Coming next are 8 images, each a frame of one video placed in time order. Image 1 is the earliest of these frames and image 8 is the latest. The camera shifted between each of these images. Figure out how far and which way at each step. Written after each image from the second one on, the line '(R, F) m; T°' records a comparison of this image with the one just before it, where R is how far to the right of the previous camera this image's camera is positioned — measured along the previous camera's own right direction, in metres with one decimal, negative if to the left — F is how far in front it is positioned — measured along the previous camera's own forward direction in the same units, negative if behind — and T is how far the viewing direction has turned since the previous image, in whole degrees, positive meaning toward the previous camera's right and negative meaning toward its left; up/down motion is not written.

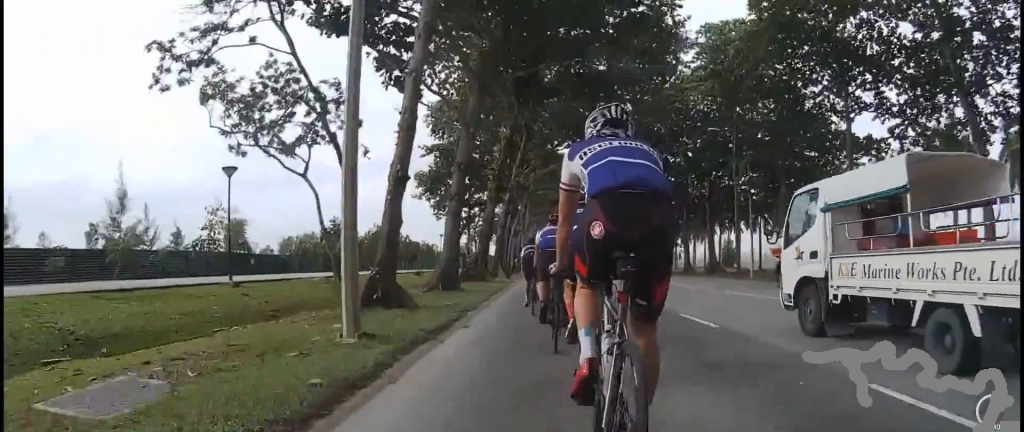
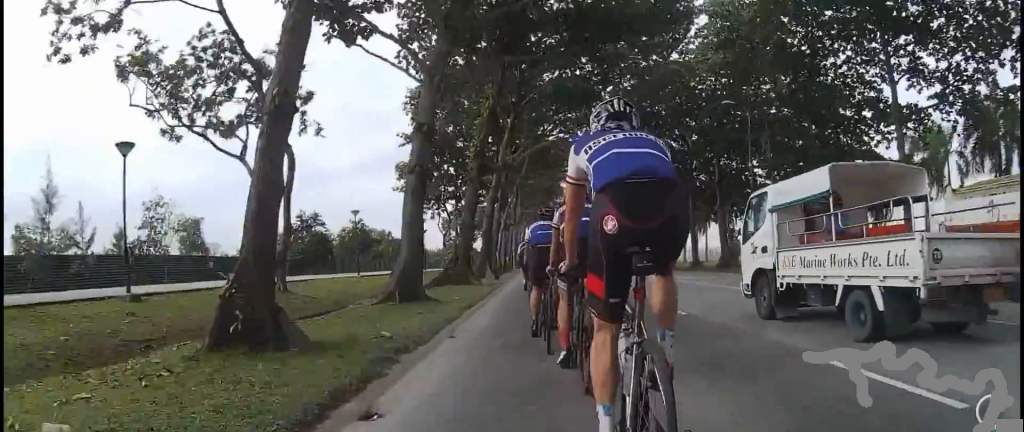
(-0.4, +4.9) m; +1°
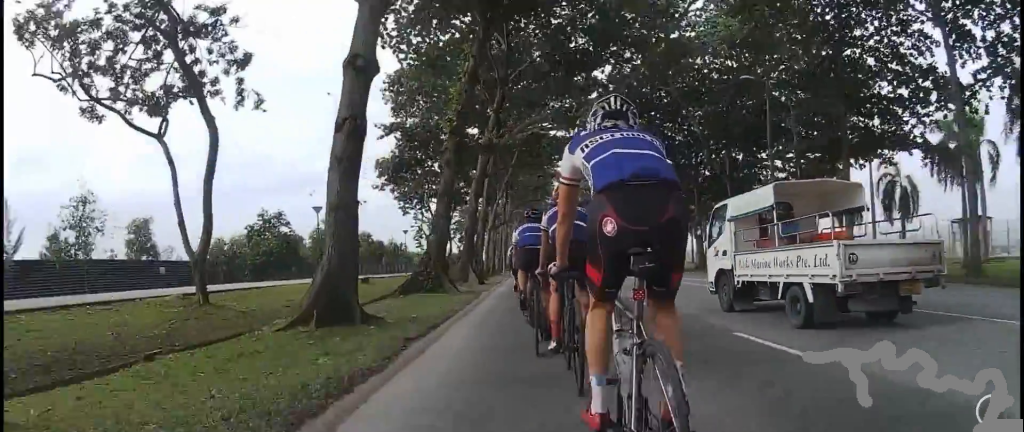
(+0.2, +4.5) m; 0°
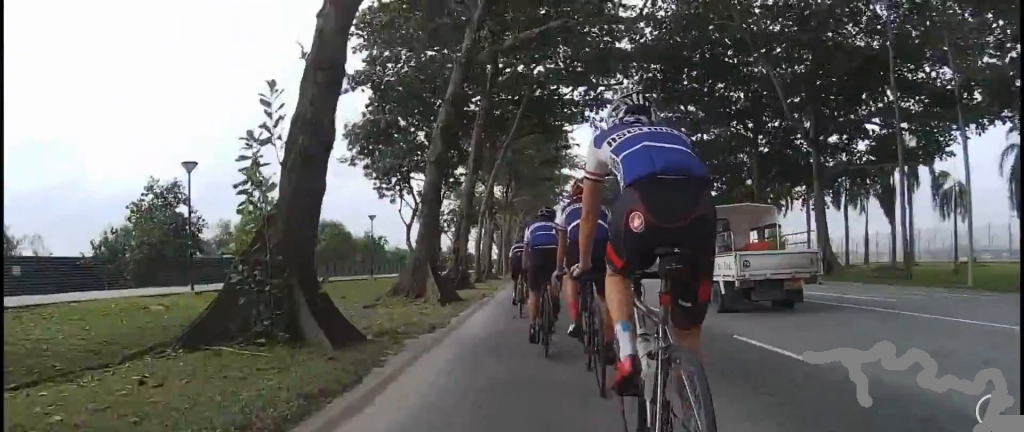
(+0.4, +11.7) m; -4°
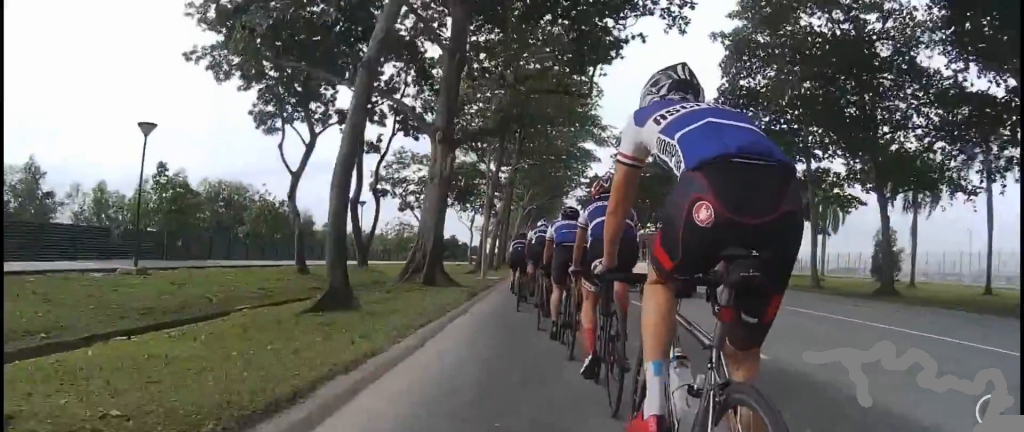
(-1.3, +22.5) m; +2°
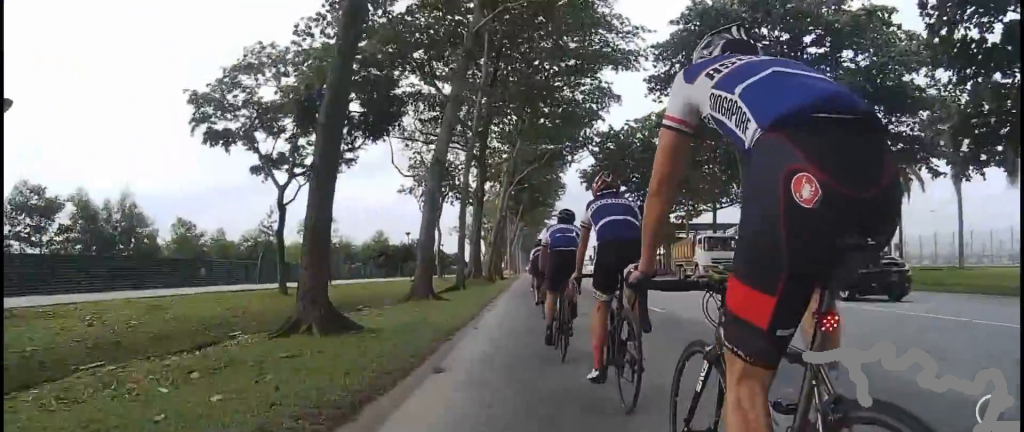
(+0.2, +24.9) m; 0°
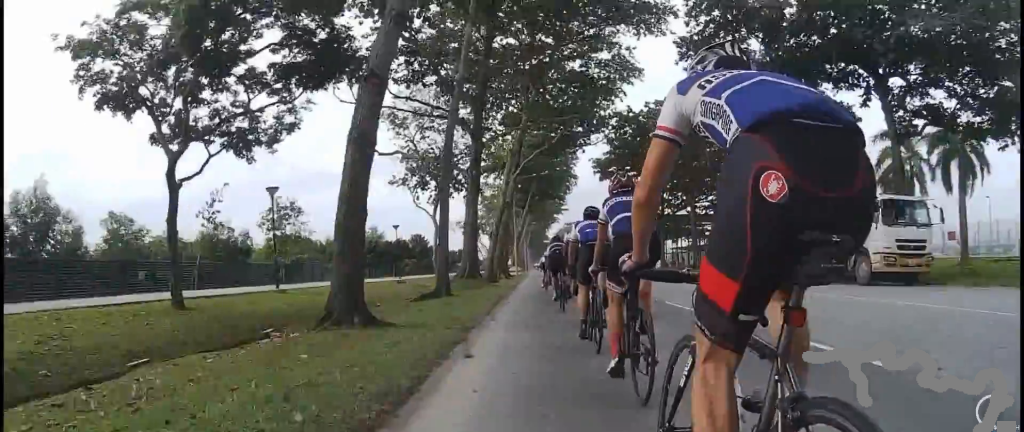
(+0.4, +7.4) m; 0°
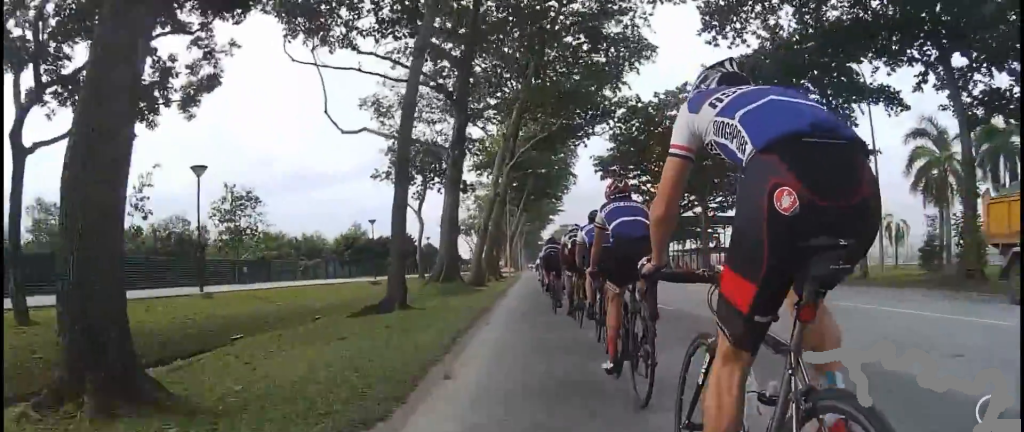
(-0.3, +5.0) m; +1°
